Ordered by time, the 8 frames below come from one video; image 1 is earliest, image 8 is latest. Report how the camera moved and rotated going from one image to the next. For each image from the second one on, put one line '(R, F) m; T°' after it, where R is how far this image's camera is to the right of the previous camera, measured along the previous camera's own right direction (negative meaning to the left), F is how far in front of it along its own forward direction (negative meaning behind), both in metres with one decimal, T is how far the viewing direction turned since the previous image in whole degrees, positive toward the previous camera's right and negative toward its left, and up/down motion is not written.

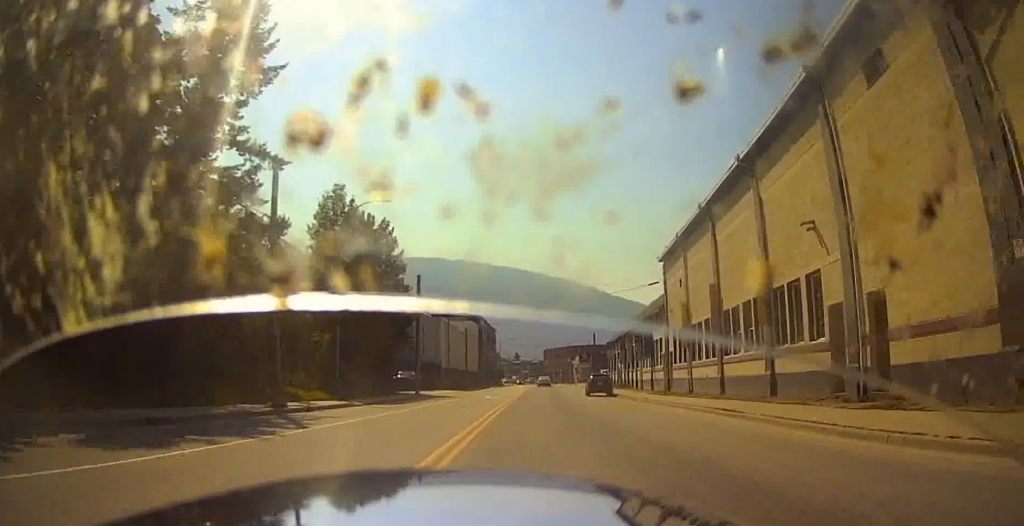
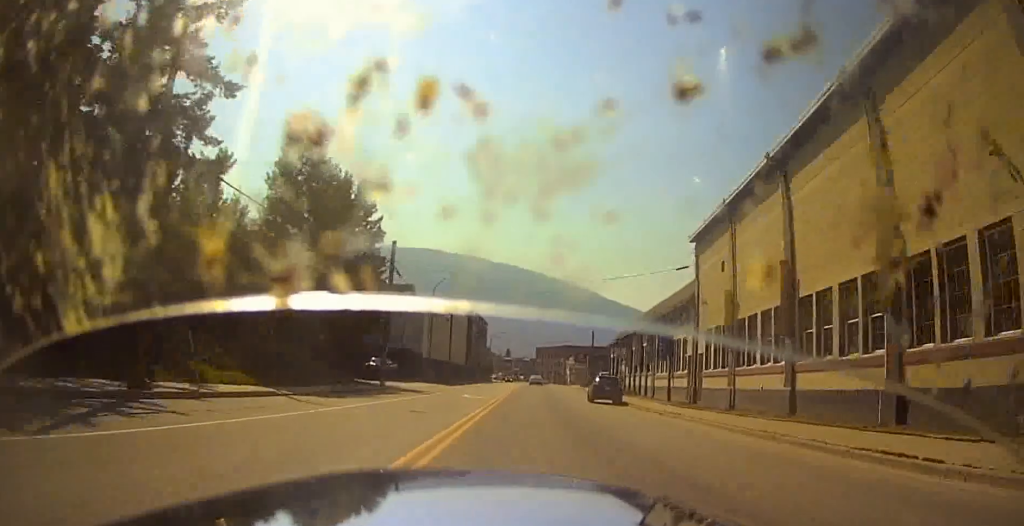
(-0.1, +8.8) m; 0°
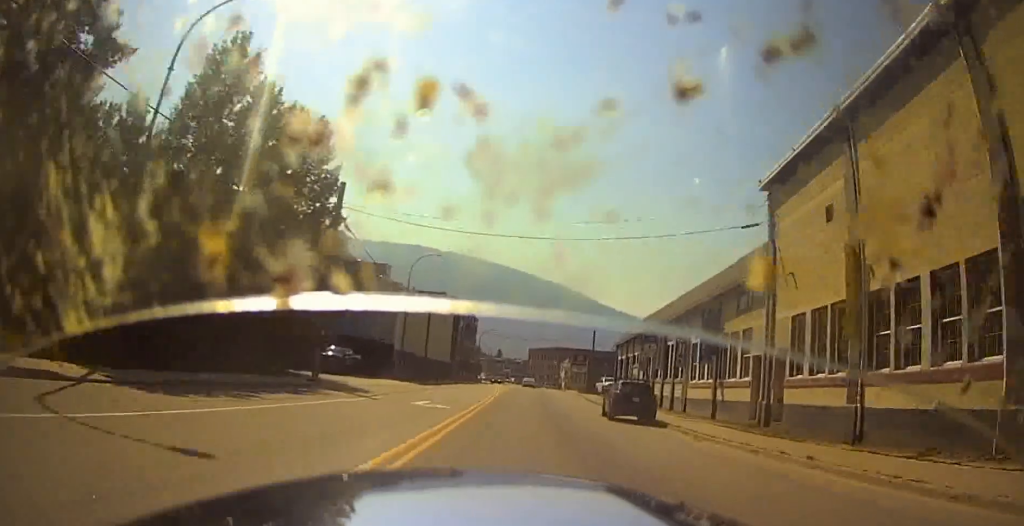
(+0.4, +11.2) m; -5°
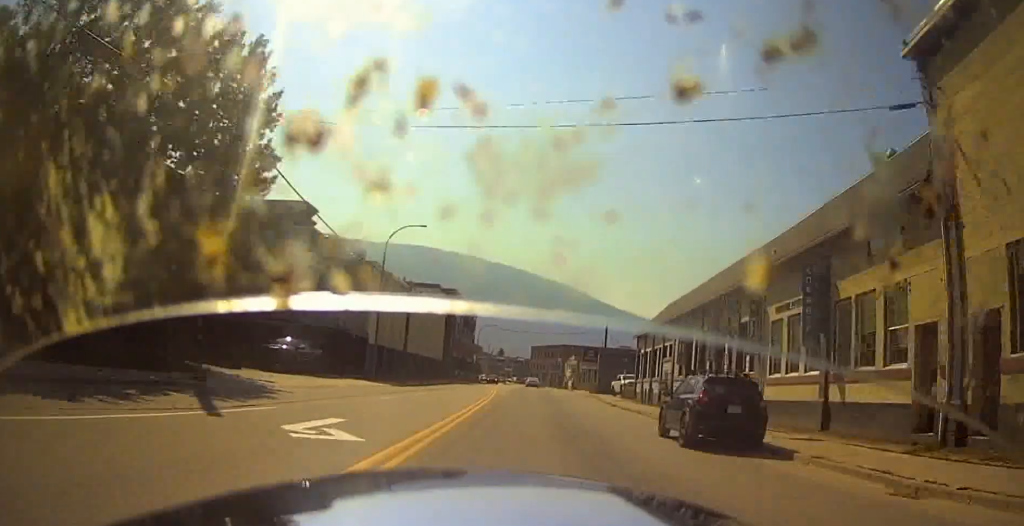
(-1.3, +11.1) m; -1°
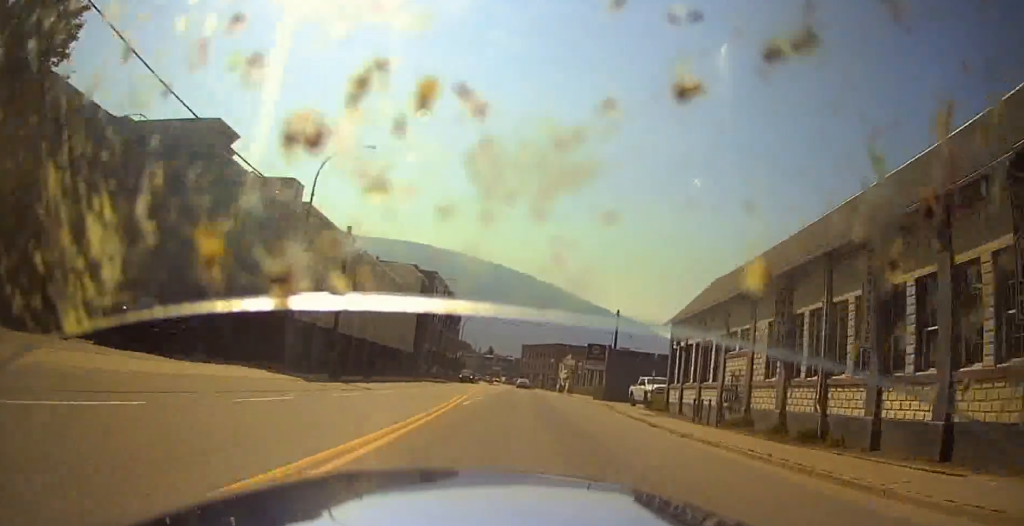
(+1.1, +15.7) m; +2°
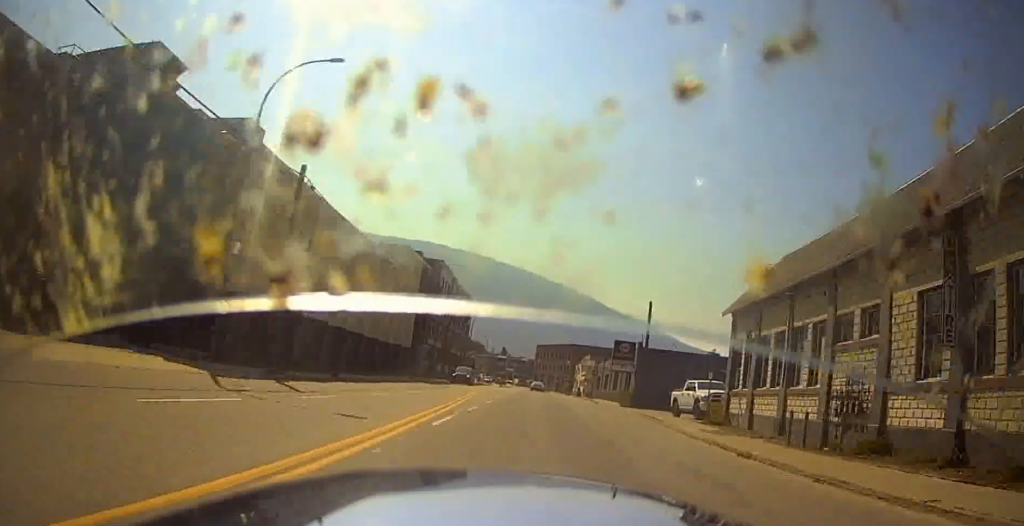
(-0.7, +9.1) m; -1°
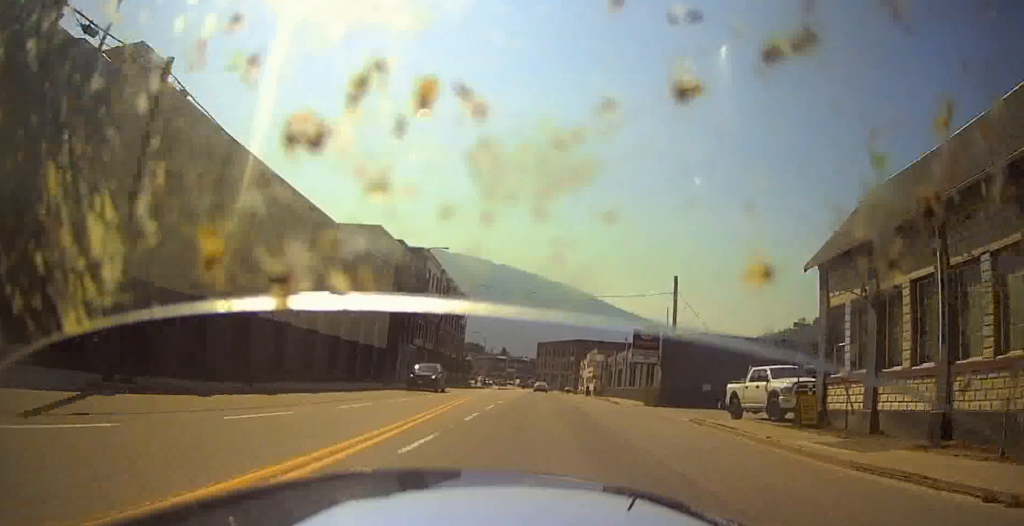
(-0.1, +9.1) m; +1°
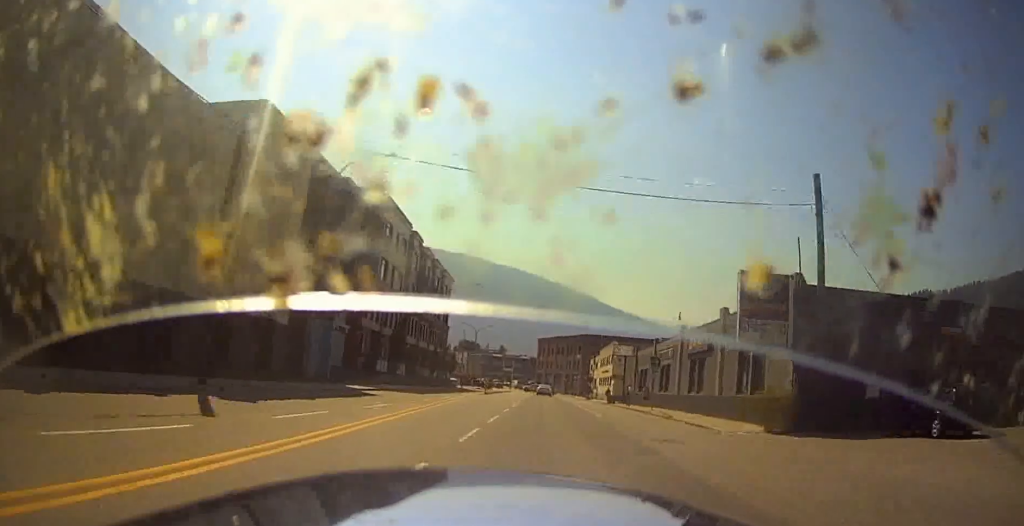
(+1.1, +19.5) m; +5°
